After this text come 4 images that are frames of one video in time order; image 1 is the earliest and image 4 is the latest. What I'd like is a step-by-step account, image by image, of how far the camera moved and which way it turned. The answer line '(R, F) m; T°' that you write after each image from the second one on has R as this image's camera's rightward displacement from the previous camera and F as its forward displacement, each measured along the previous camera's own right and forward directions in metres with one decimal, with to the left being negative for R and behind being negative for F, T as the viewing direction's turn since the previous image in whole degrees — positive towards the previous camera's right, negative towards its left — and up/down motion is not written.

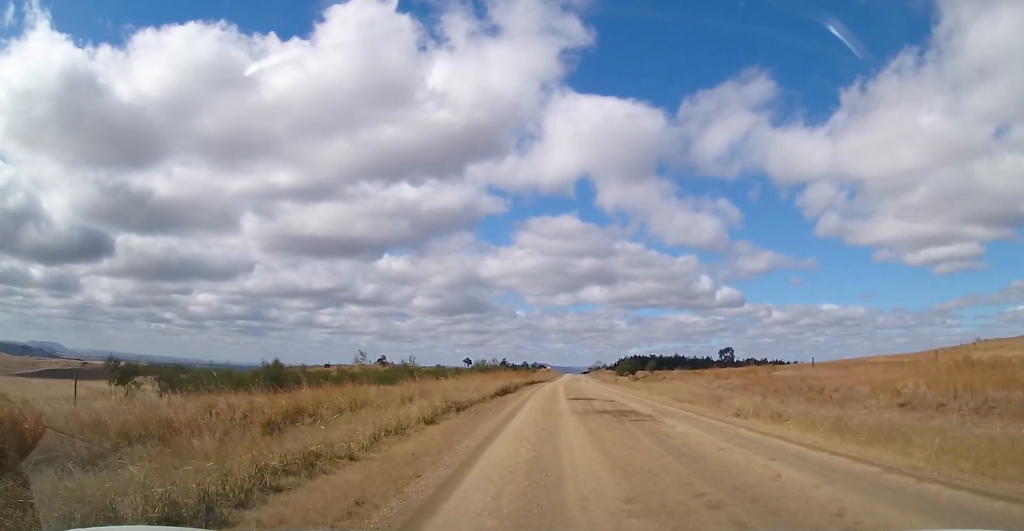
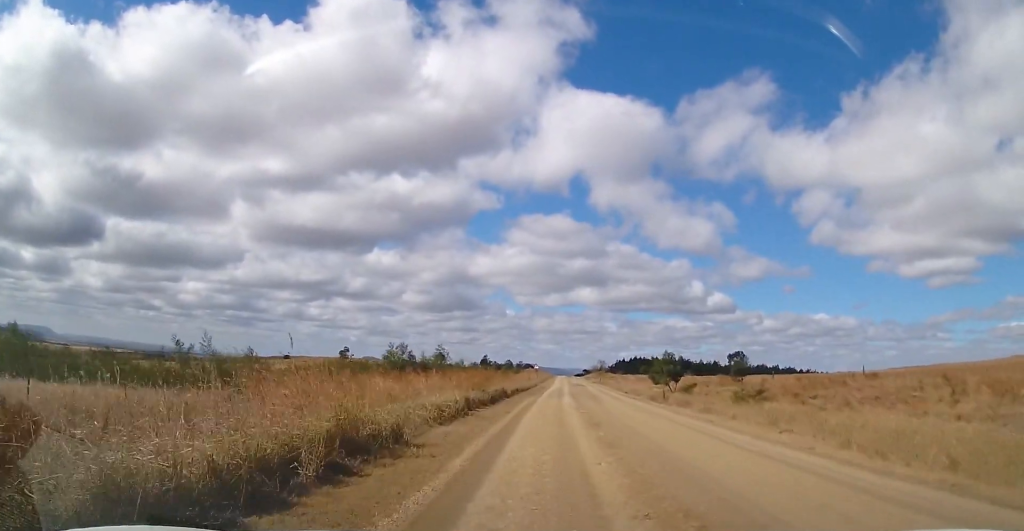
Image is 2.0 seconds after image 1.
(+0.1, +41.1) m; +2°
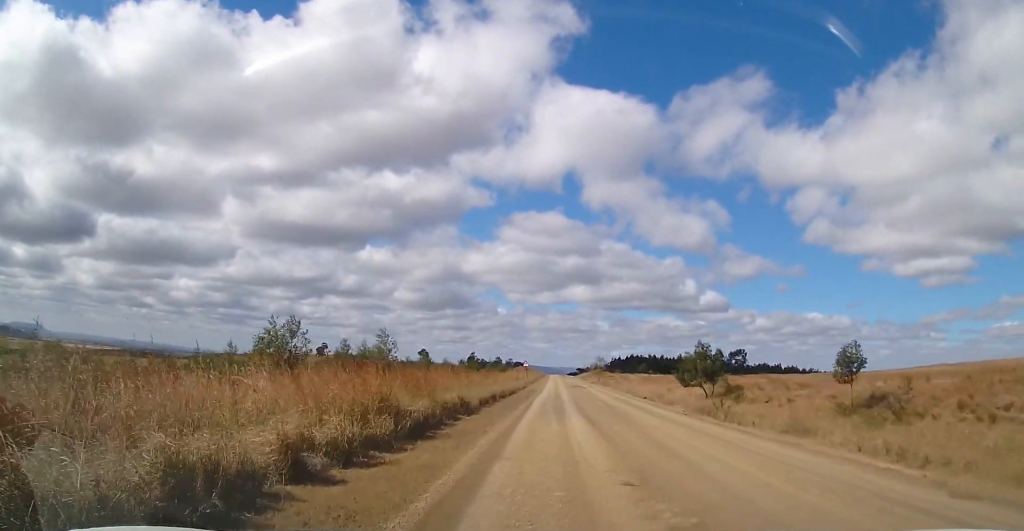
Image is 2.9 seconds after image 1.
(+0.4, +16.4) m; +2°
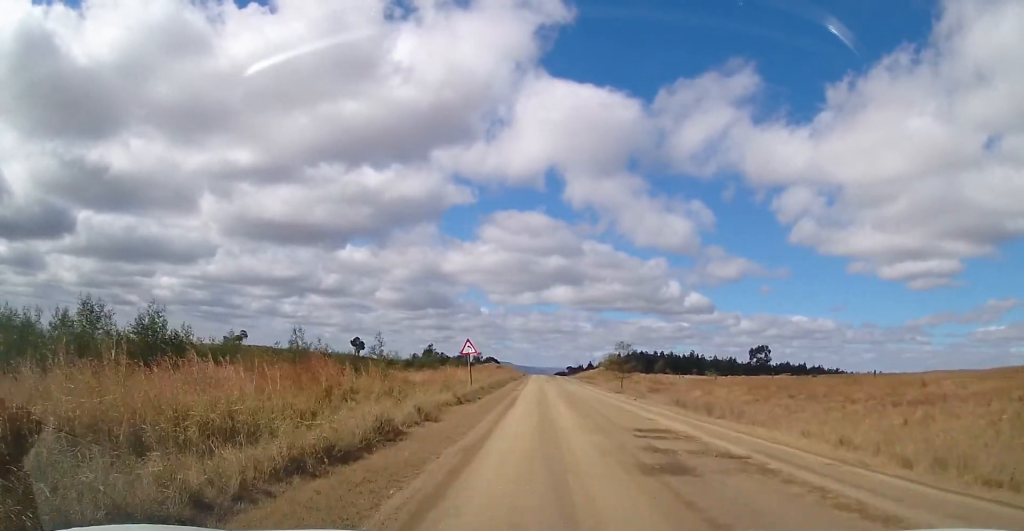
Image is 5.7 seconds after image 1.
(+0.5, +55.6) m; 0°
